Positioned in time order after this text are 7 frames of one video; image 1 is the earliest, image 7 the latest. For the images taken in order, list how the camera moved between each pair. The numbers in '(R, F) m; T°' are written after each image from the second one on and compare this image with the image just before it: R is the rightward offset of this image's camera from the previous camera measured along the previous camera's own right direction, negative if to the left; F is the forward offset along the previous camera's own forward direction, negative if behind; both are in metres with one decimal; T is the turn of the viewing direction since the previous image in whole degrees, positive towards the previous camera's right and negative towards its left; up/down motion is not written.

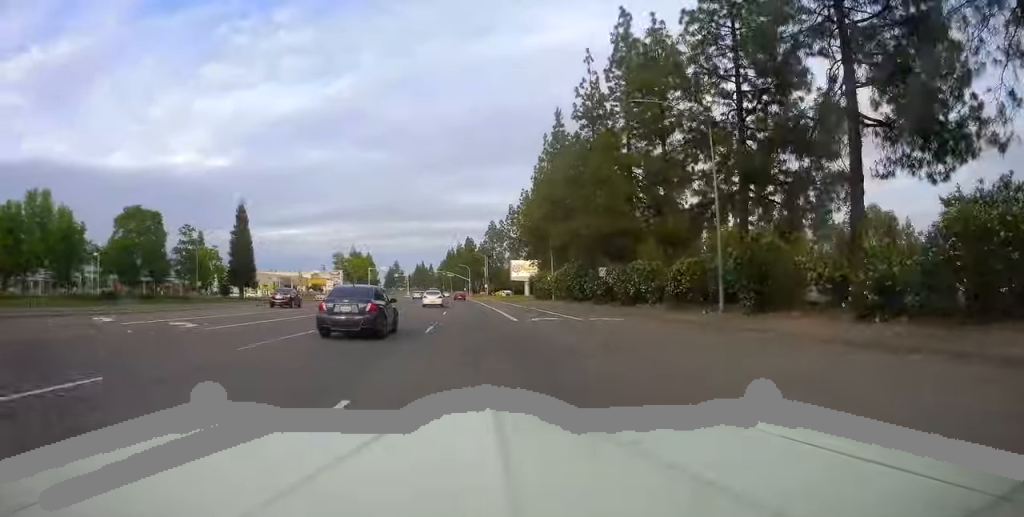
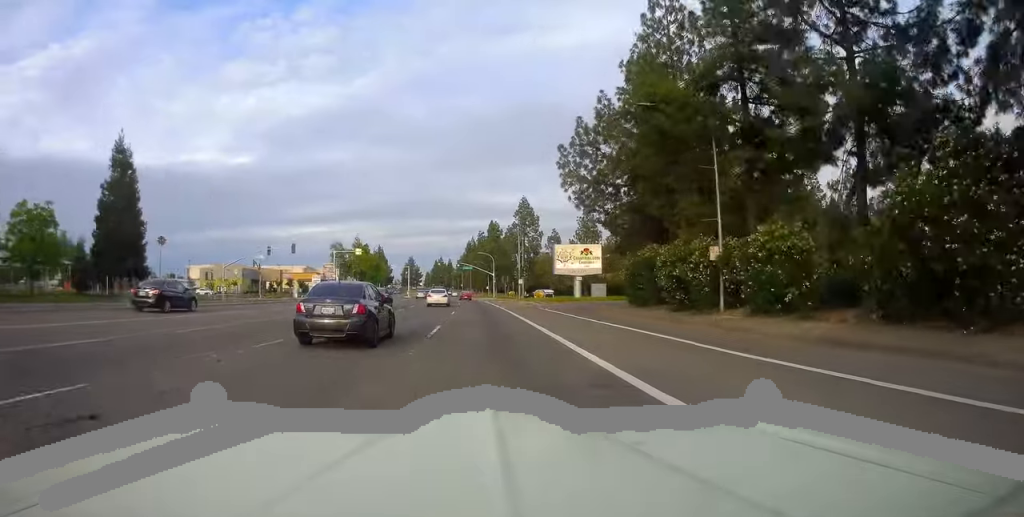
(-0.4, +46.5) m; -2°
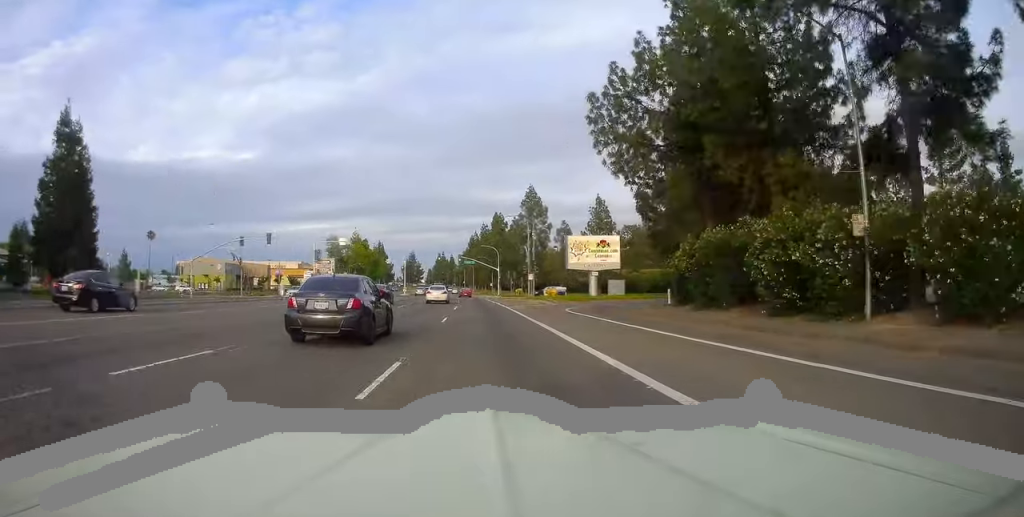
(-0.2, +11.2) m; -1°
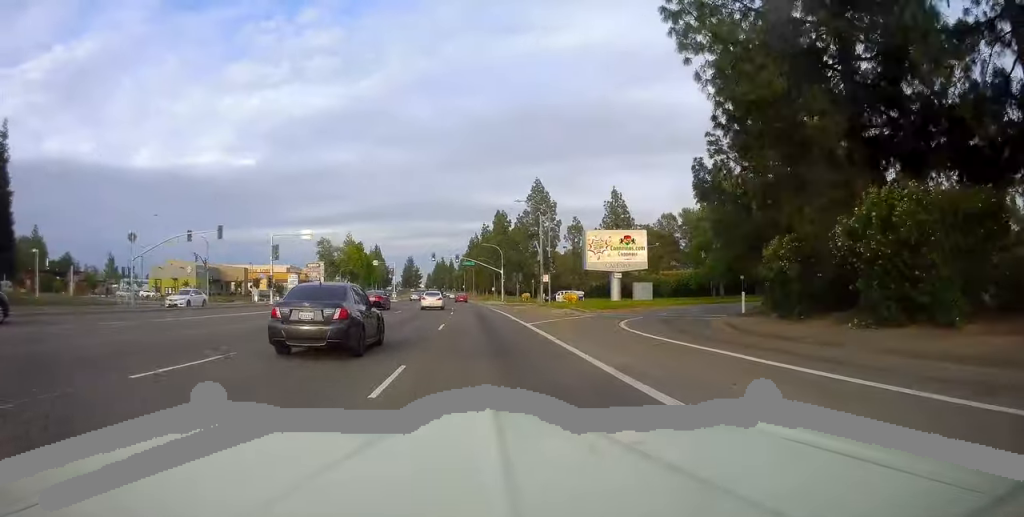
(-0.1, +14.5) m; 0°
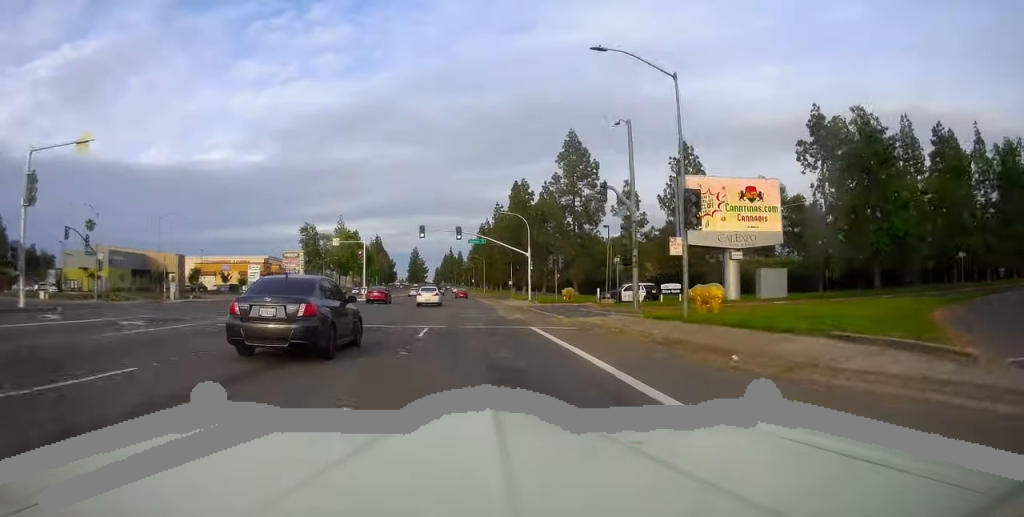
(-0.3, +33.6) m; -2°
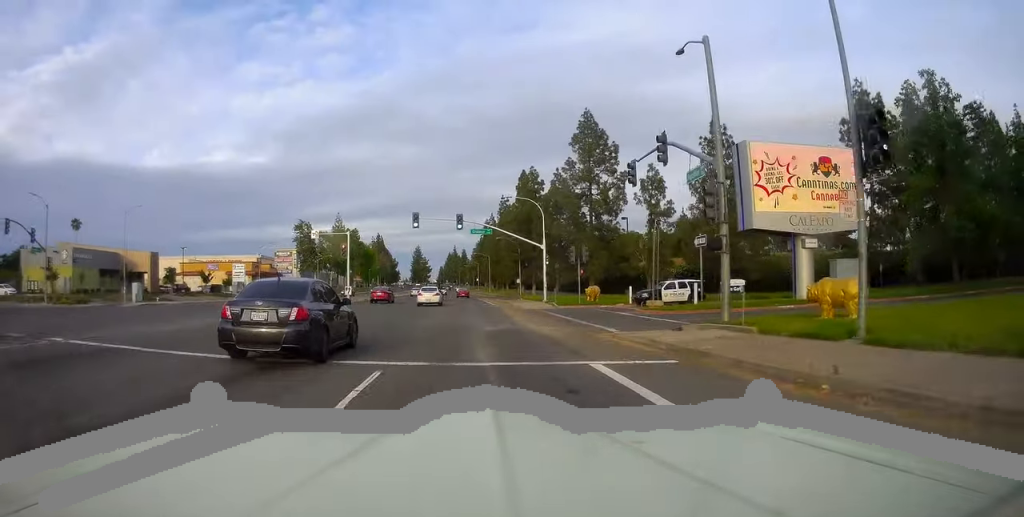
(-0.3, +10.1) m; 0°
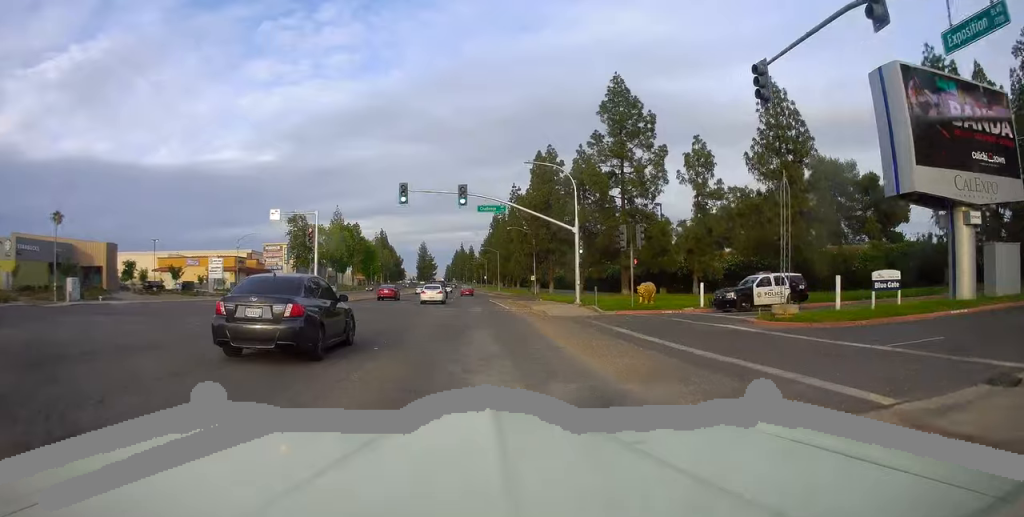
(+0.1, +13.4) m; 0°
